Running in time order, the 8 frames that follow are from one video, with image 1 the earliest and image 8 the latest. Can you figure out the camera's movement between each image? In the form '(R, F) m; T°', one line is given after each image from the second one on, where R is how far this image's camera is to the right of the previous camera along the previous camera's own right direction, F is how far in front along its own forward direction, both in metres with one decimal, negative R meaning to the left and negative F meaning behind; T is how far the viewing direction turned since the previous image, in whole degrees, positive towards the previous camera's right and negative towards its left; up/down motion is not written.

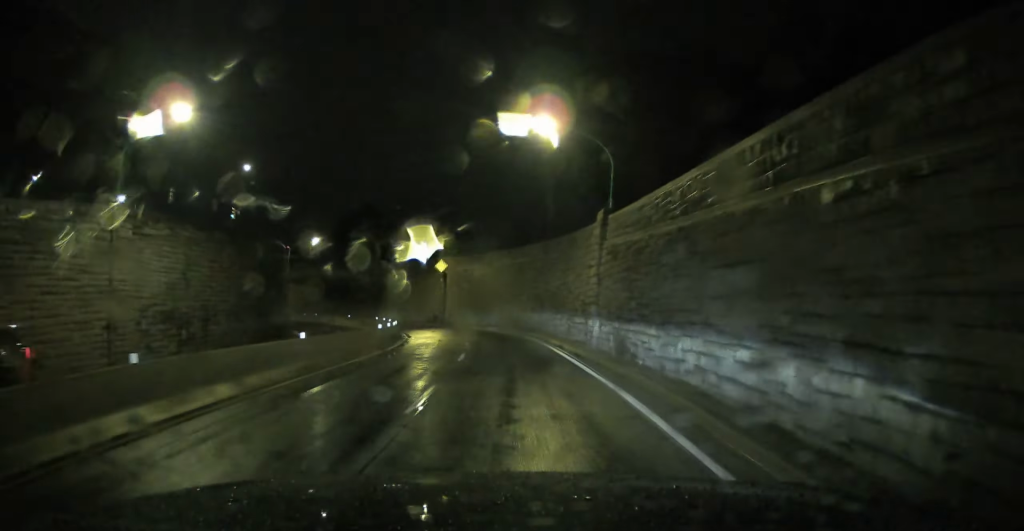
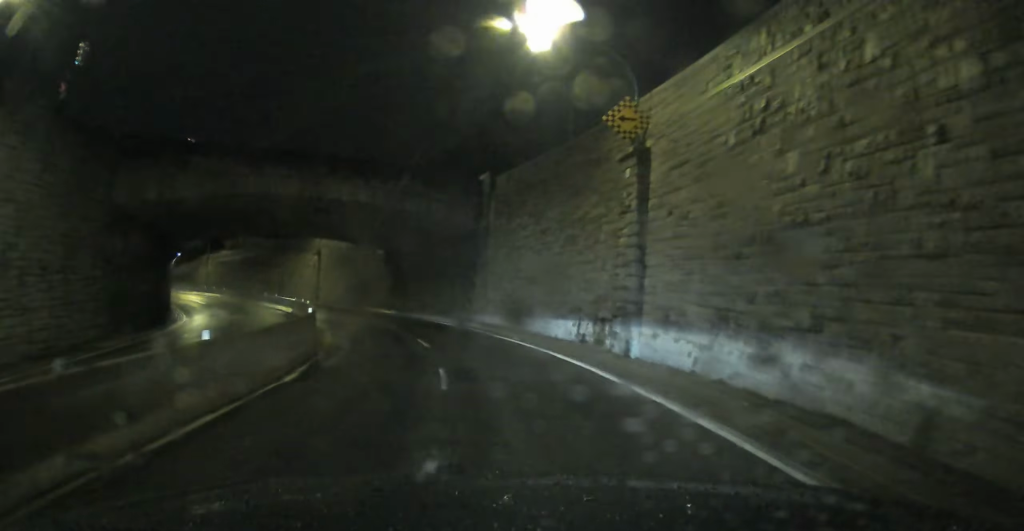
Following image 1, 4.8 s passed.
(-5.9, +54.6) m; -20°
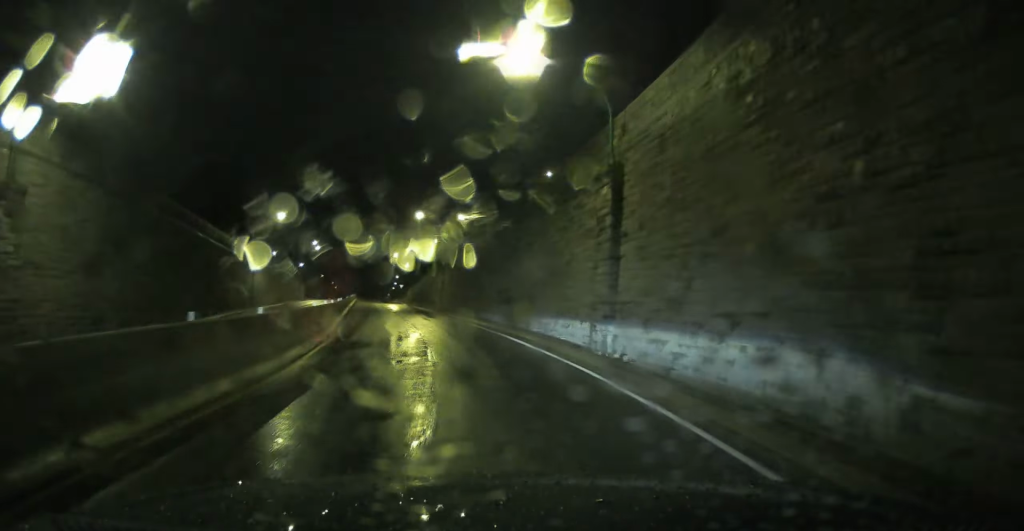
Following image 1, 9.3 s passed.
(-10.8, +48.9) m; -21°
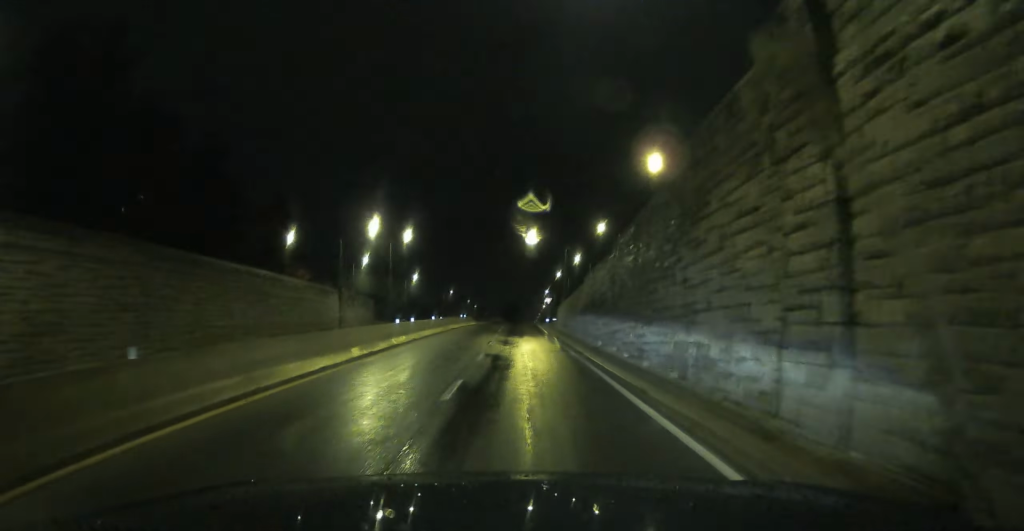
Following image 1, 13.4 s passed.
(-7.8, +47.8) m; -11°
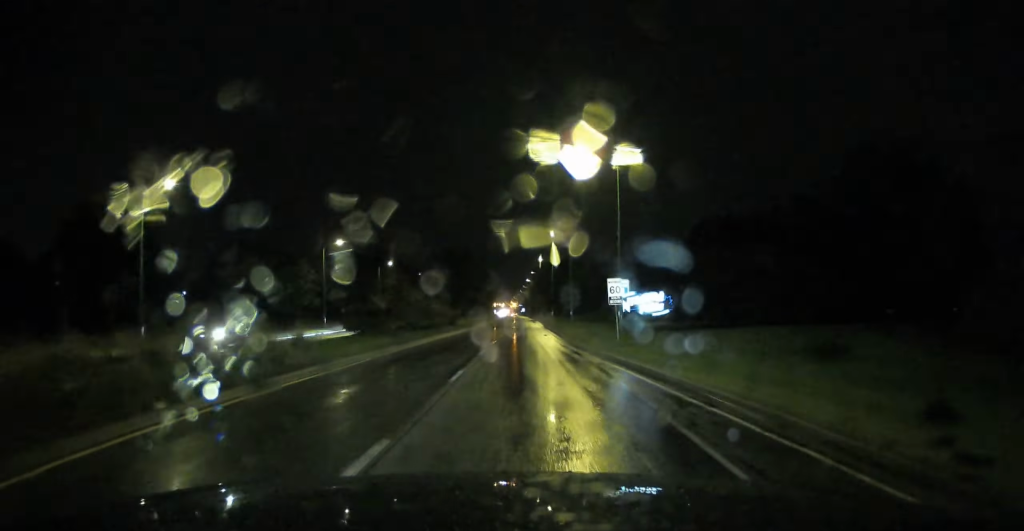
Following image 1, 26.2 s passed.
(-2.0, +155.9) m; 0°
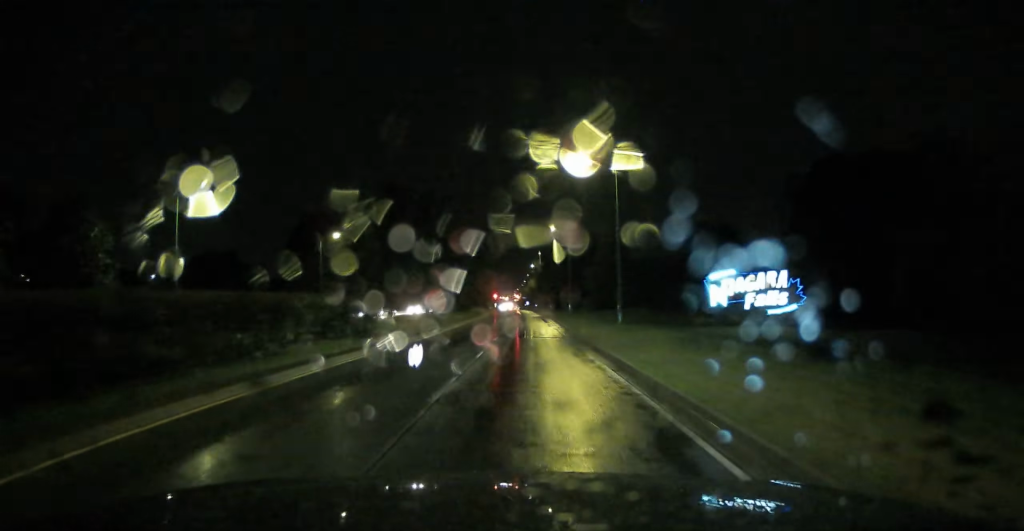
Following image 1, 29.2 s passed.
(-0.1, +35.9) m; -1°
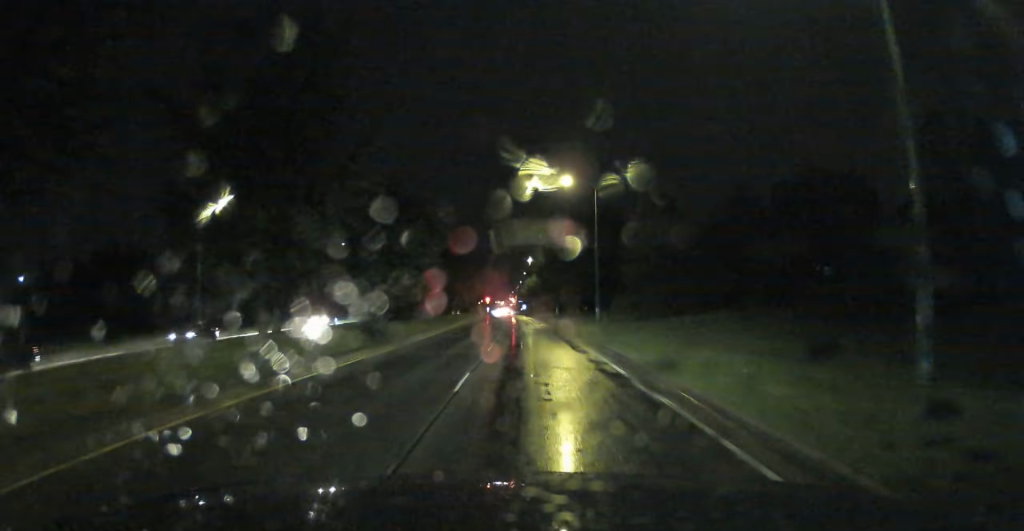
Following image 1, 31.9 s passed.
(+0.1, +31.7) m; -1°
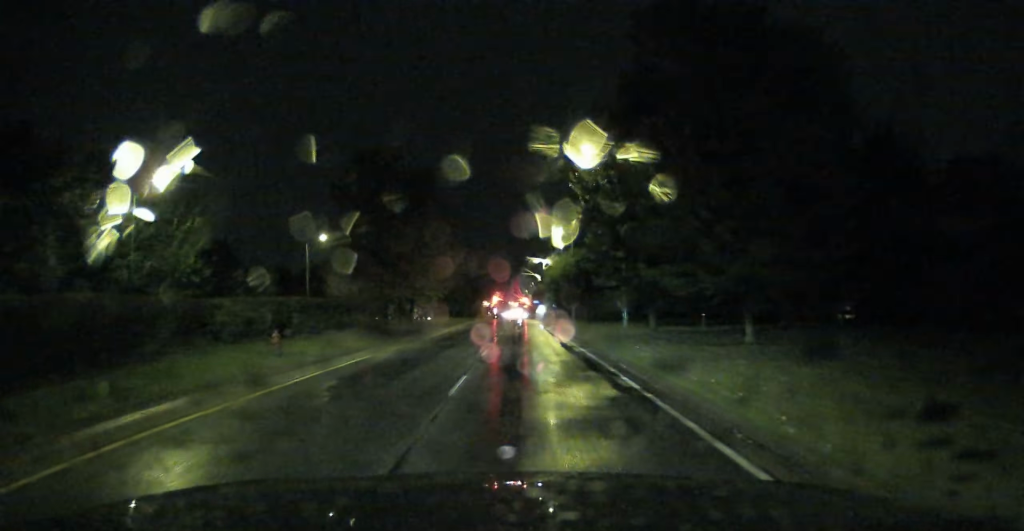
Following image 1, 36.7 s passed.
(-0.8, +52.5) m; -1°
